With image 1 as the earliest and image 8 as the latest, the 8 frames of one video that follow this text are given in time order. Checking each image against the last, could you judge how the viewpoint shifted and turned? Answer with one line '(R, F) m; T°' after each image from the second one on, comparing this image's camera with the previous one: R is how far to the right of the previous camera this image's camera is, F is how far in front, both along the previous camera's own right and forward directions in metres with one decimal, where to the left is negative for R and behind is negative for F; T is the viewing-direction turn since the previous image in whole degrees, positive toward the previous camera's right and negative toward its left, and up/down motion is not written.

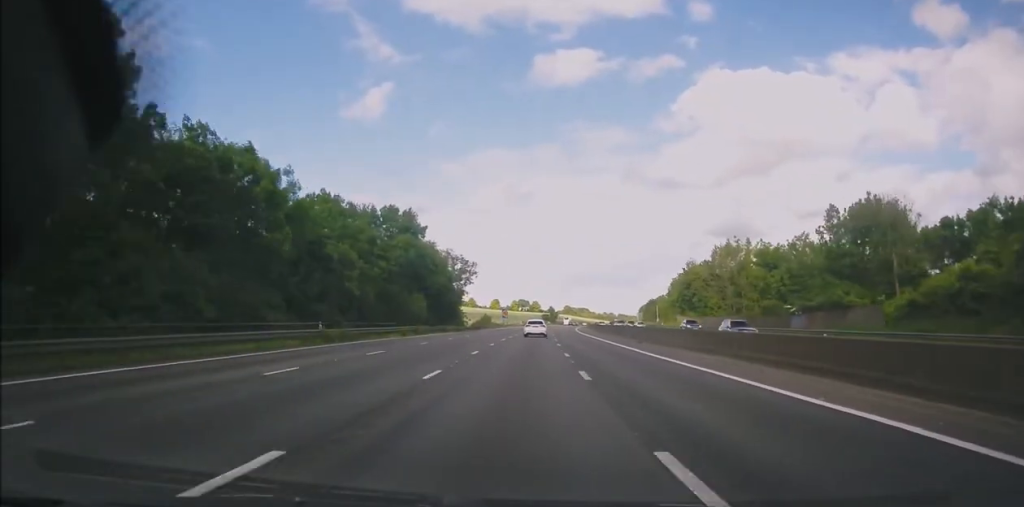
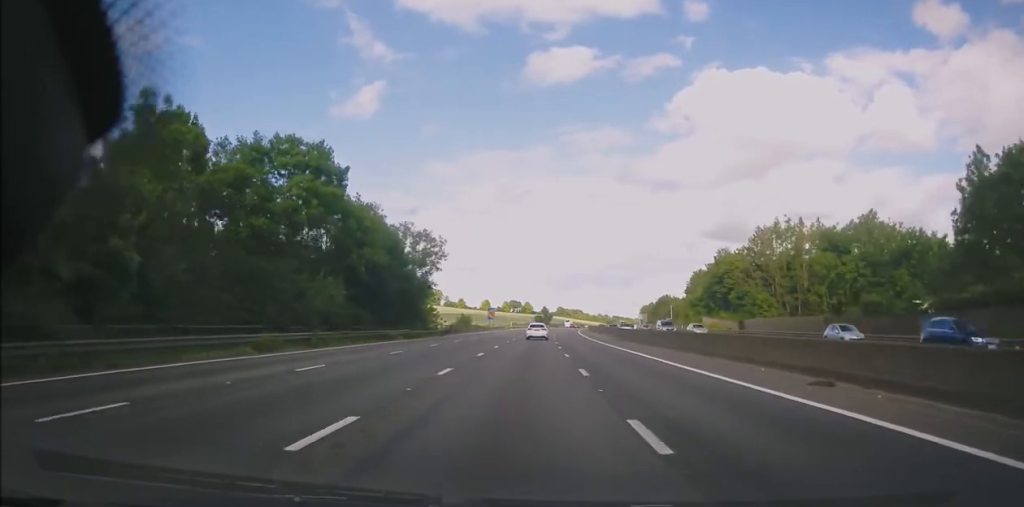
(0.0, +24.8) m; +1°
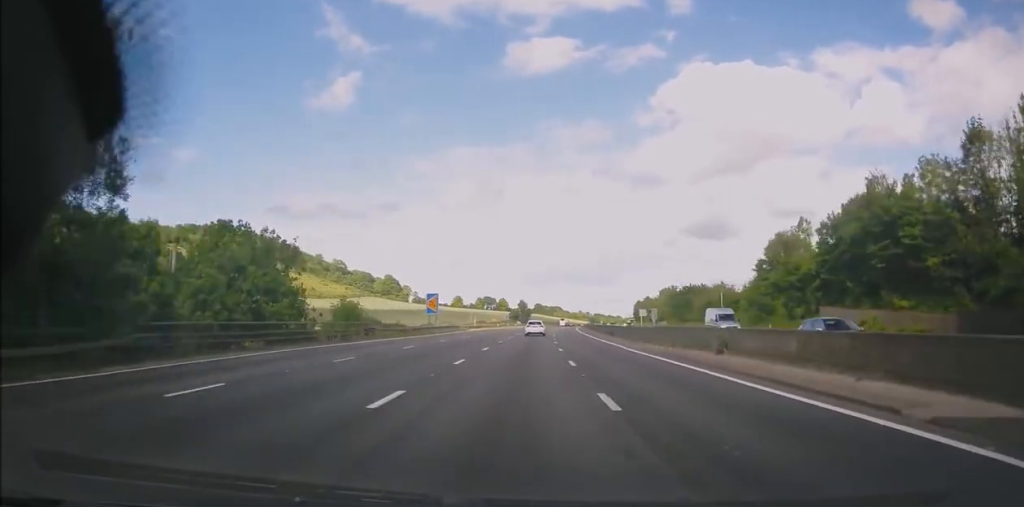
(+1.3, +51.0) m; +2°
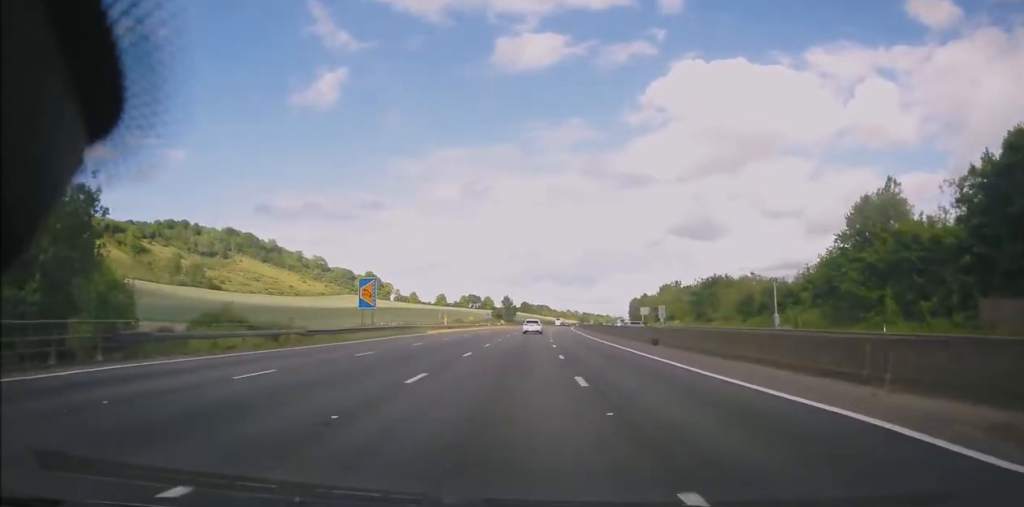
(0.0, +24.6) m; +2°
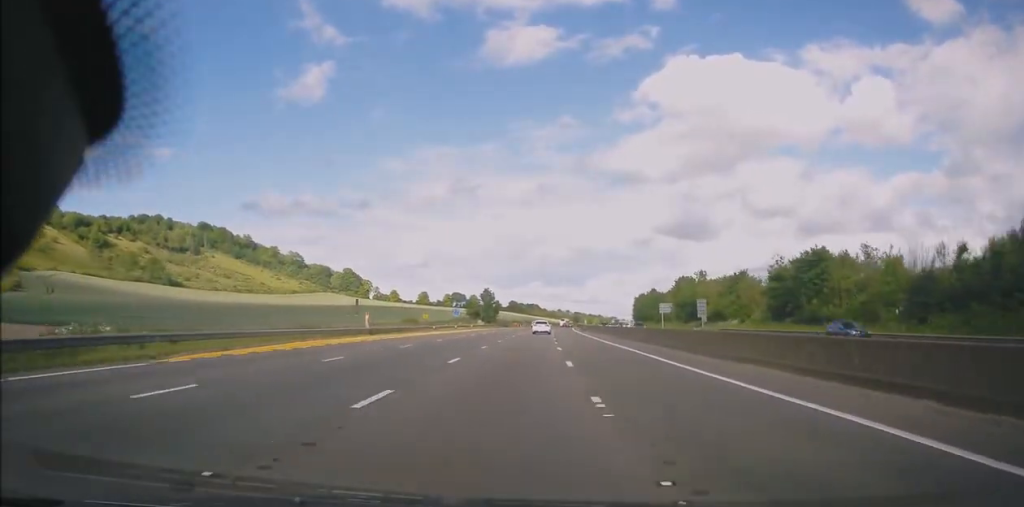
(+1.4, +40.1) m; +2°
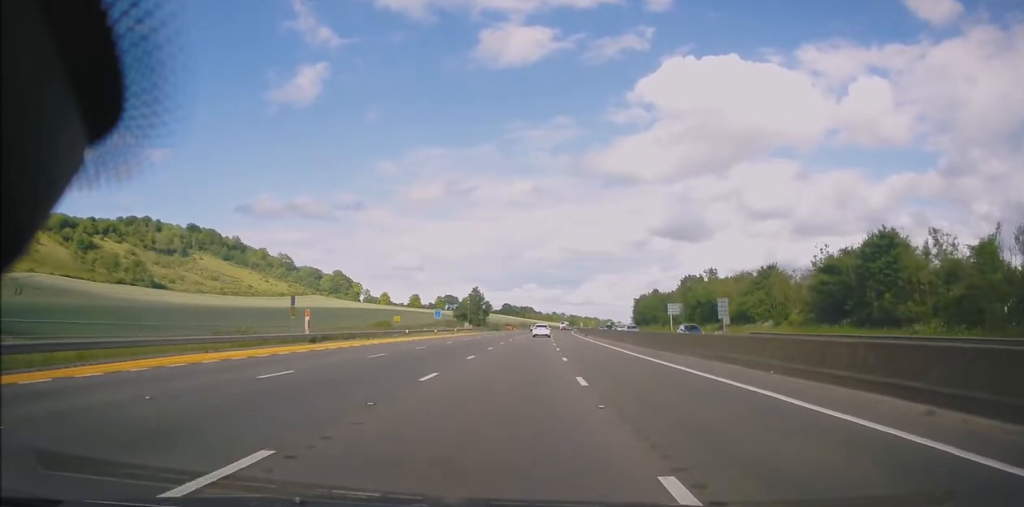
(-0.3, +13.8) m; 0°
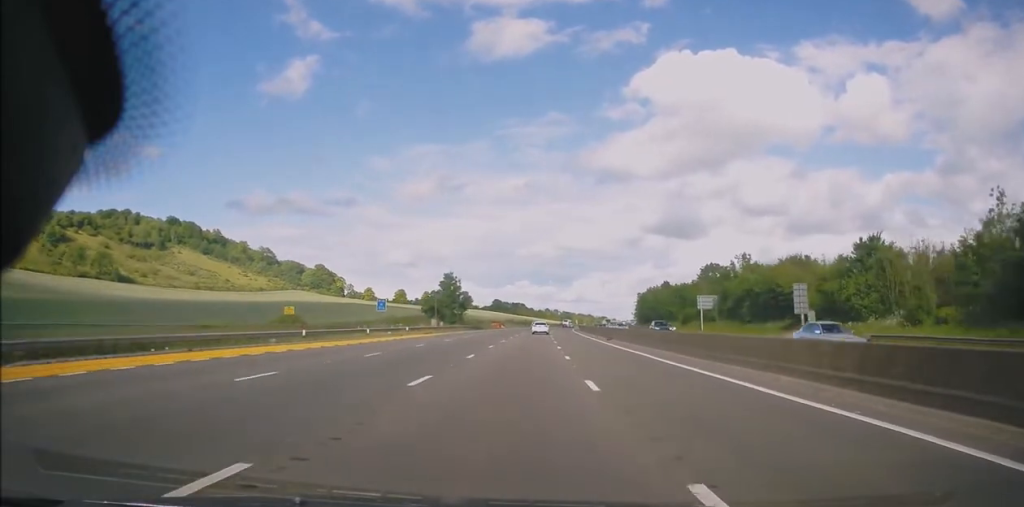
(+0.2, +27.8) m; +1°
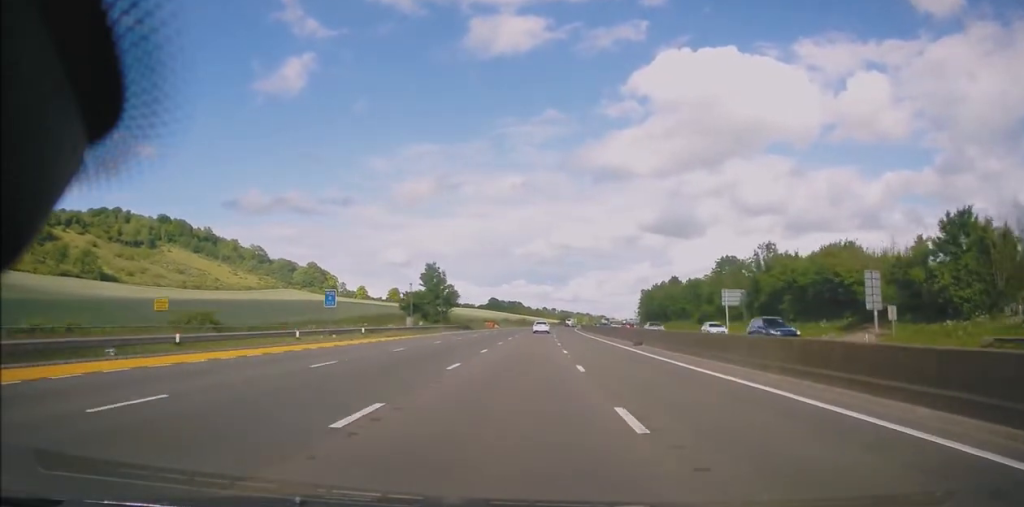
(+0.1, +14.0) m; +1°
